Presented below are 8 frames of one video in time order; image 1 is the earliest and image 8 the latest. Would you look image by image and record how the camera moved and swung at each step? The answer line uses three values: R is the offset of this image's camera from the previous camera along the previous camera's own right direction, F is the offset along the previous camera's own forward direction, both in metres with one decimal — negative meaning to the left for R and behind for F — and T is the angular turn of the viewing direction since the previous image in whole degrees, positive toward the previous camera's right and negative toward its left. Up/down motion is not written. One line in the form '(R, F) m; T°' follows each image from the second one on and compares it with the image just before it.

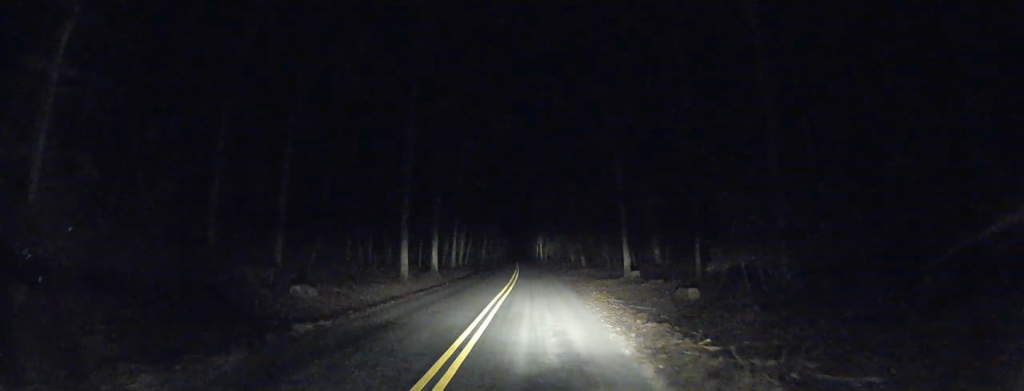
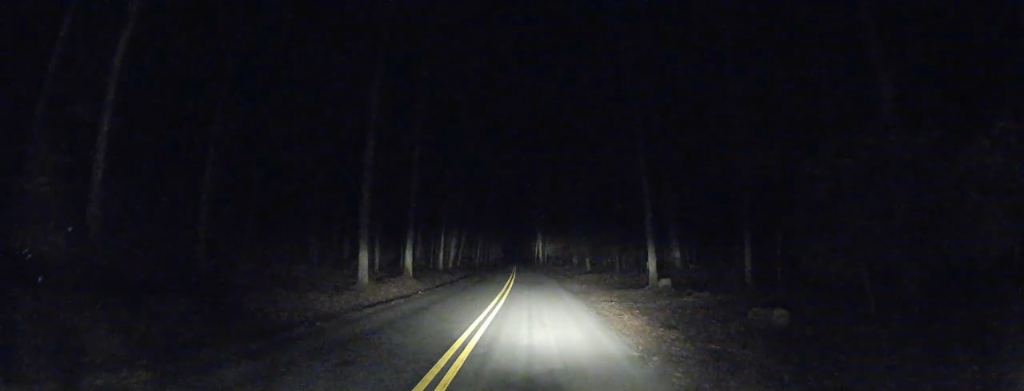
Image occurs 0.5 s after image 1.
(0.0, +7.8) m; 0°
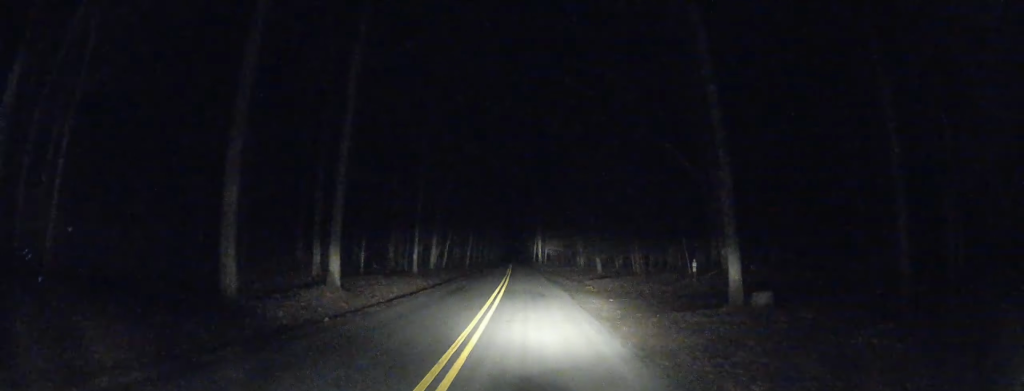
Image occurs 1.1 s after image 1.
(0.0, +11.5) m; 0°
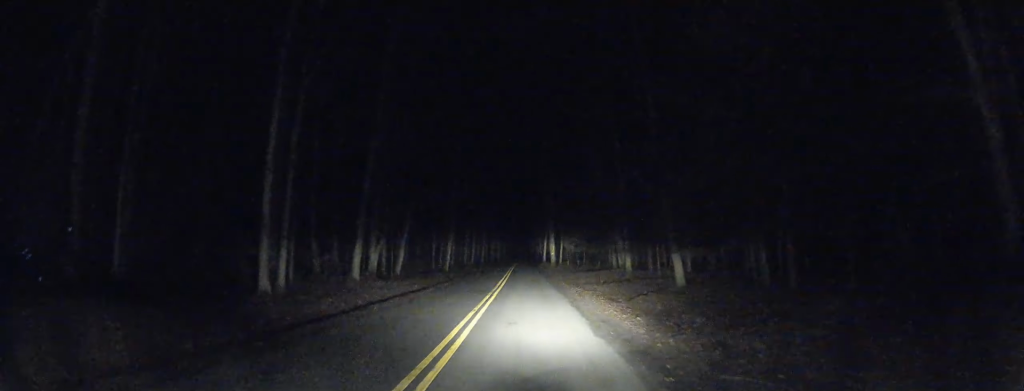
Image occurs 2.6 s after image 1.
(-0.3, +25.9) m; -1°
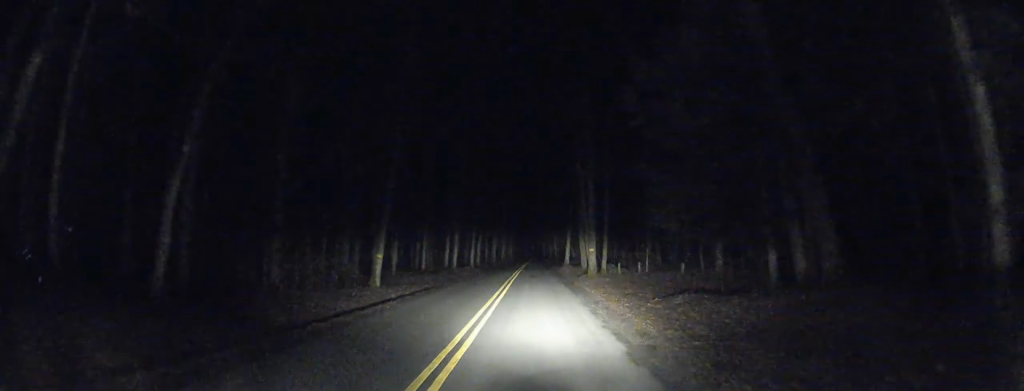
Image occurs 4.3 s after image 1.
(0.0, +28.3) m; 0°
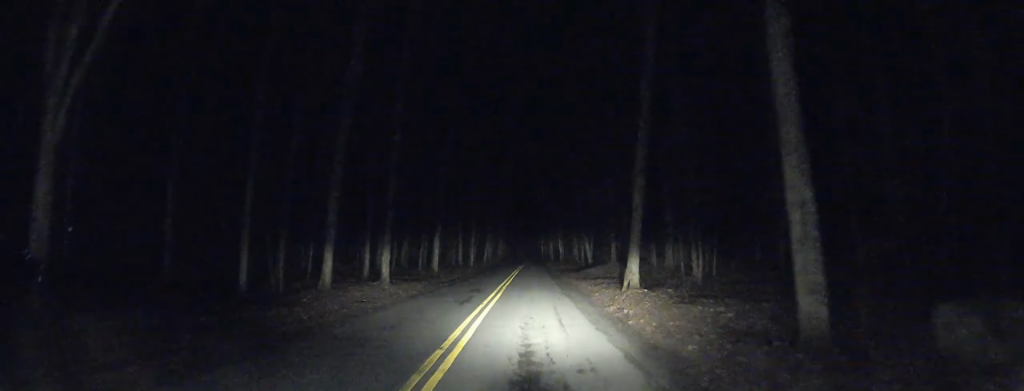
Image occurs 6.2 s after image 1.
(-0.6, +31.8) m; -1°
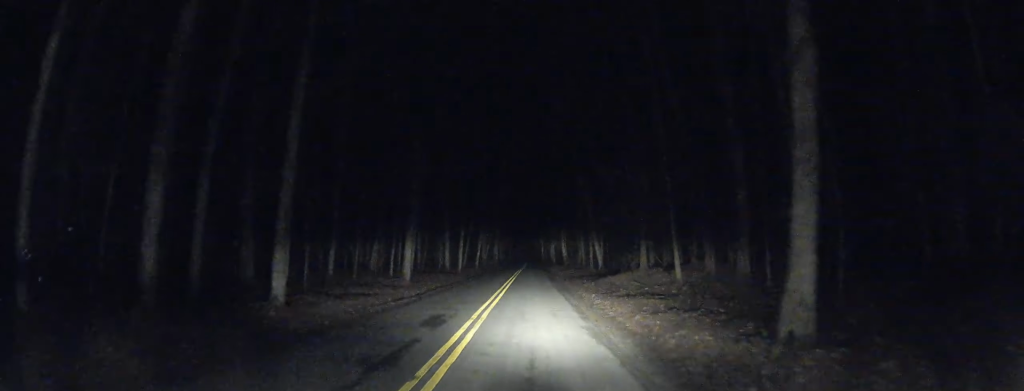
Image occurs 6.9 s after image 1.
(0.0, +10.2) m; 0°
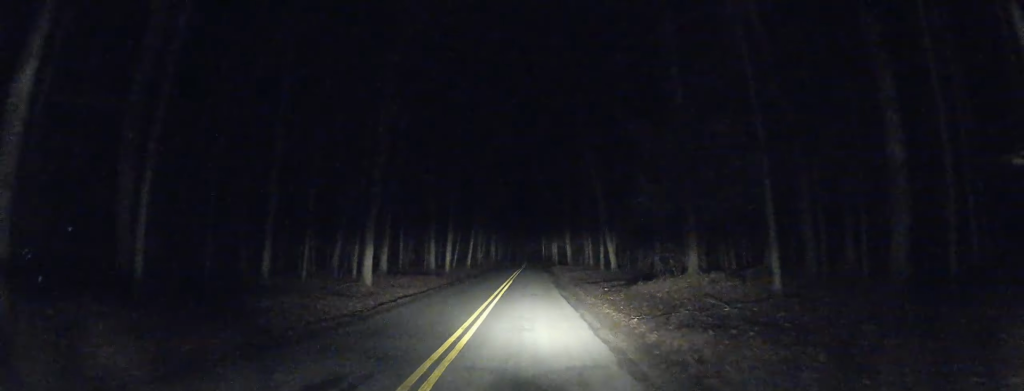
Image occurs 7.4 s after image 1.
(+0.1, +8.5) m; 0°
